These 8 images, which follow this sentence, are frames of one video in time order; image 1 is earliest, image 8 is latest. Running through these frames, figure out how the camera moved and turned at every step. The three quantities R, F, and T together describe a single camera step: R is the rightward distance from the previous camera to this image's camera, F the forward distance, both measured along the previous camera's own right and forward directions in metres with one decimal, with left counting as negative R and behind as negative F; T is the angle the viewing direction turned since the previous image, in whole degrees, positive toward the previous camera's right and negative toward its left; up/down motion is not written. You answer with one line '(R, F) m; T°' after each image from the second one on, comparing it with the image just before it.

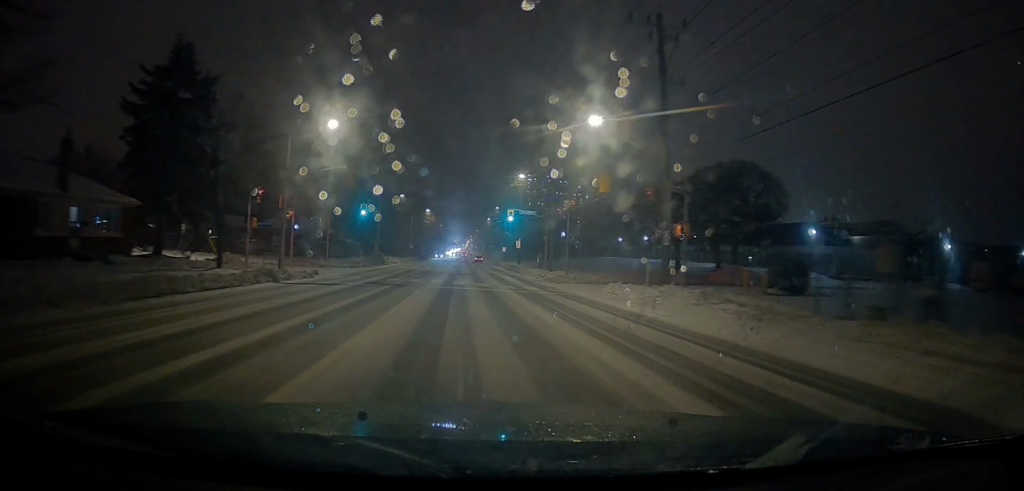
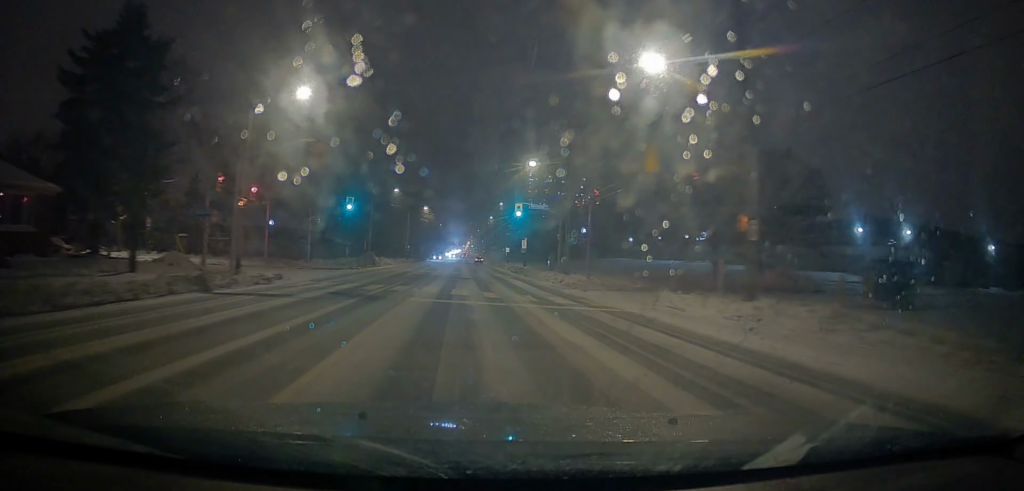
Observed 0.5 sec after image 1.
(0.0, +8.0) m; 0°
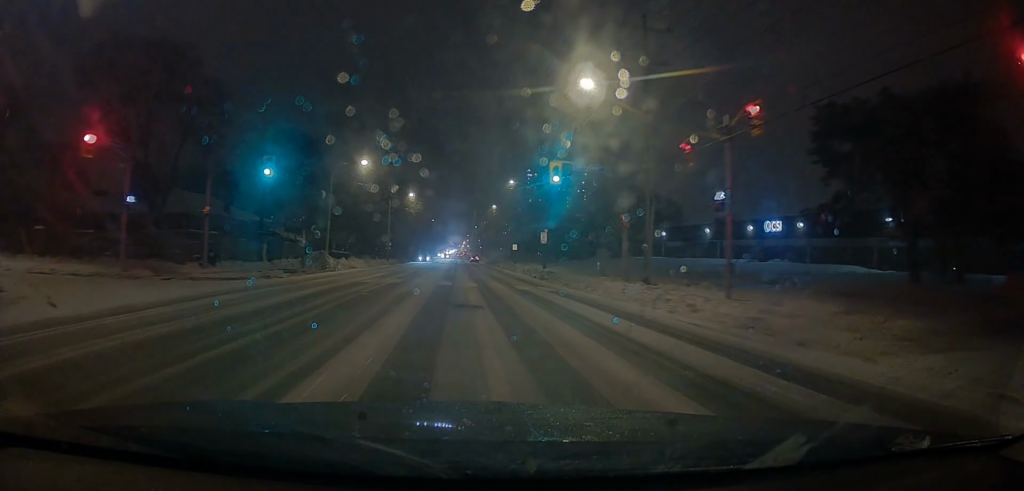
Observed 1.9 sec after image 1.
(-0.2, +23.7) m; -1°
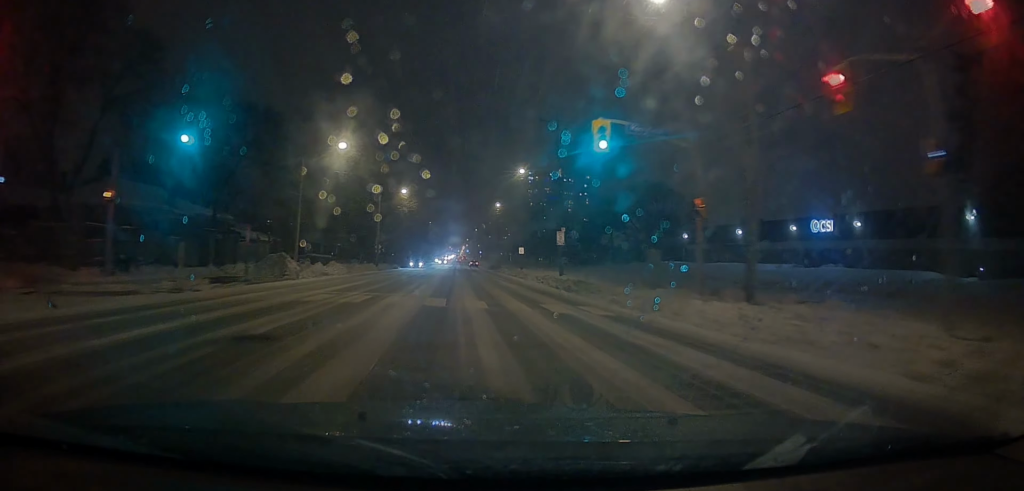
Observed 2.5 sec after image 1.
(0.0, +10.4) m; 0°
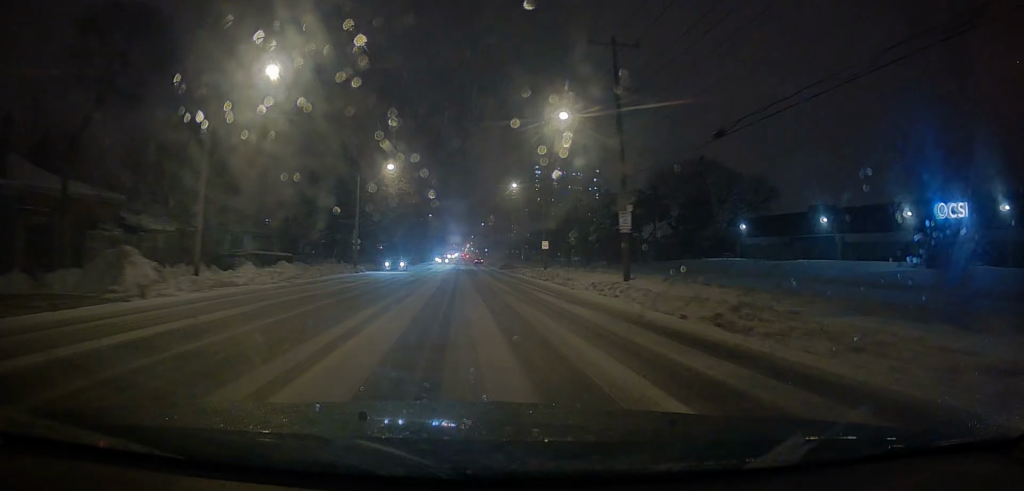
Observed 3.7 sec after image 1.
(+0.1, +17.7) m; 0°
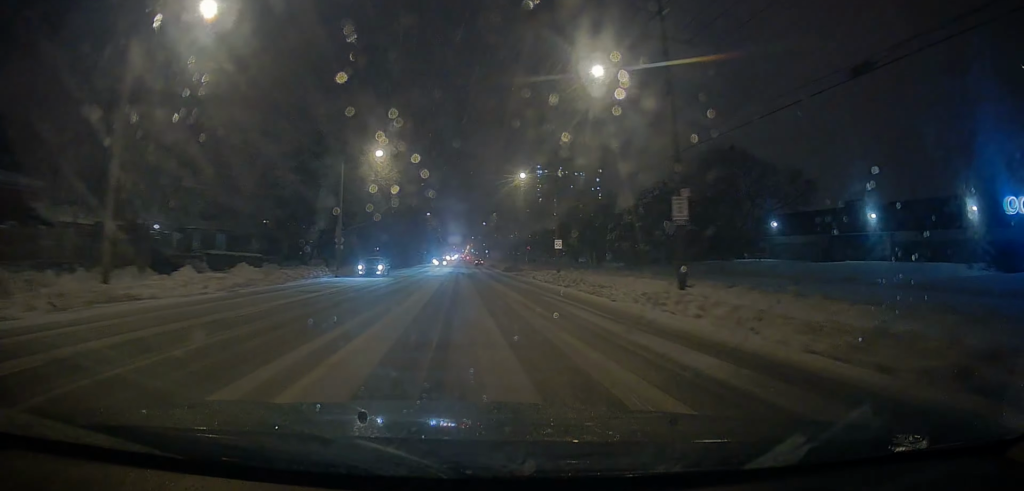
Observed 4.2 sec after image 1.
(0.0, +7.8) m; 0°
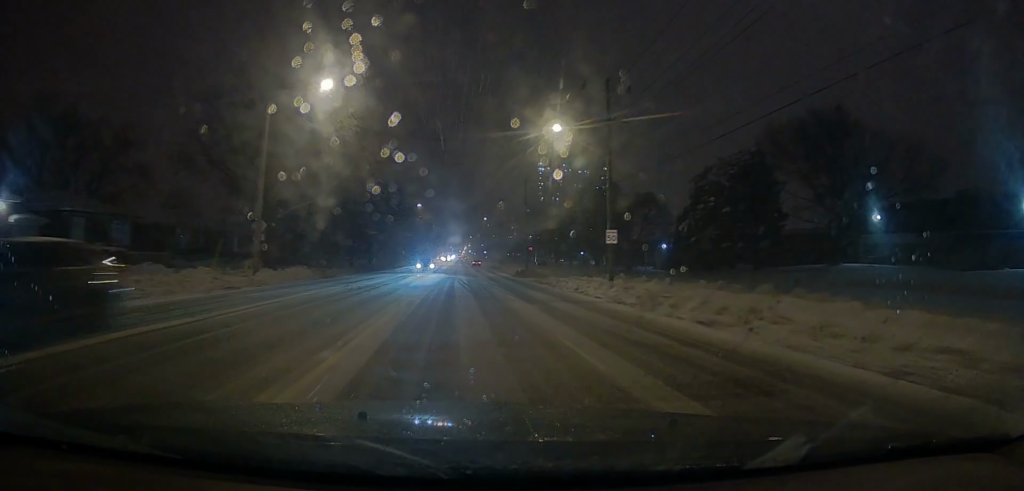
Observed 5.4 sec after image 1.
(+0.1, +16.3) m; +1°
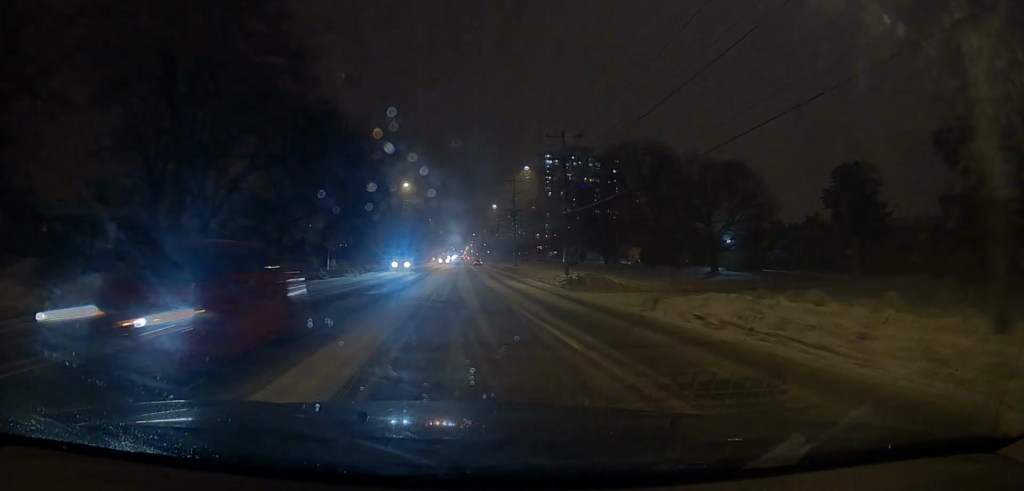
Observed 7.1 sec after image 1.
(0.0, +23.2) m; -2°
